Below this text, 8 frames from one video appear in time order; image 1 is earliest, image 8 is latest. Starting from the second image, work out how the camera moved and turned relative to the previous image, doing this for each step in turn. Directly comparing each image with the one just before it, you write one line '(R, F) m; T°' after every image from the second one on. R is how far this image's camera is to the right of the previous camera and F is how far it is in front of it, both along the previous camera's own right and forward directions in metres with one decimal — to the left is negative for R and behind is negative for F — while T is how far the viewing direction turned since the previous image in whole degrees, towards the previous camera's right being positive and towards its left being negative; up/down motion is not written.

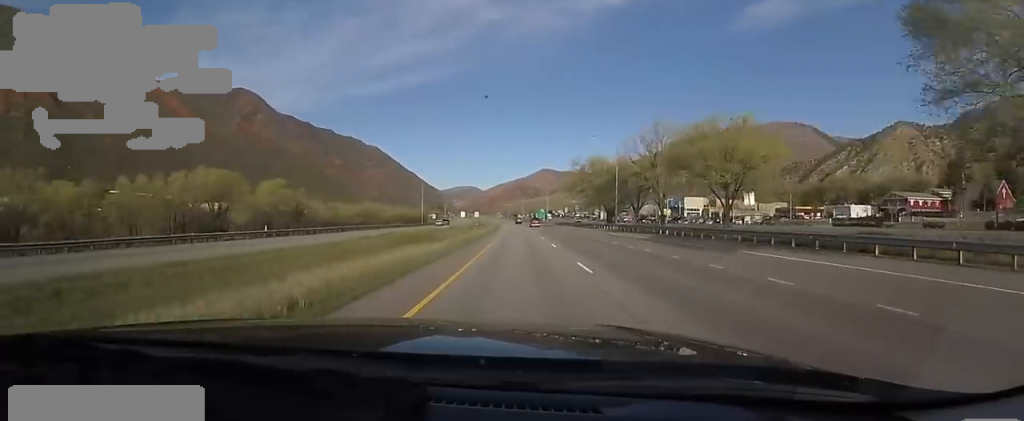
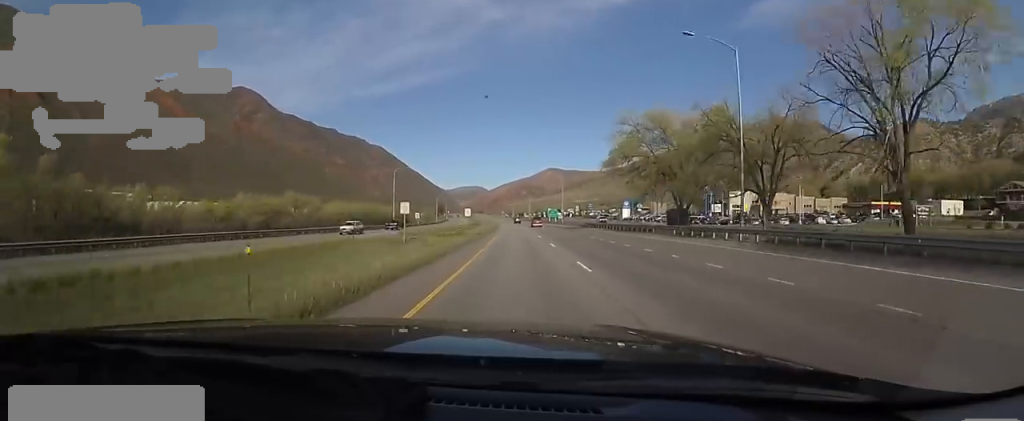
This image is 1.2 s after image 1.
(-0.2, +36.8) m; -3°
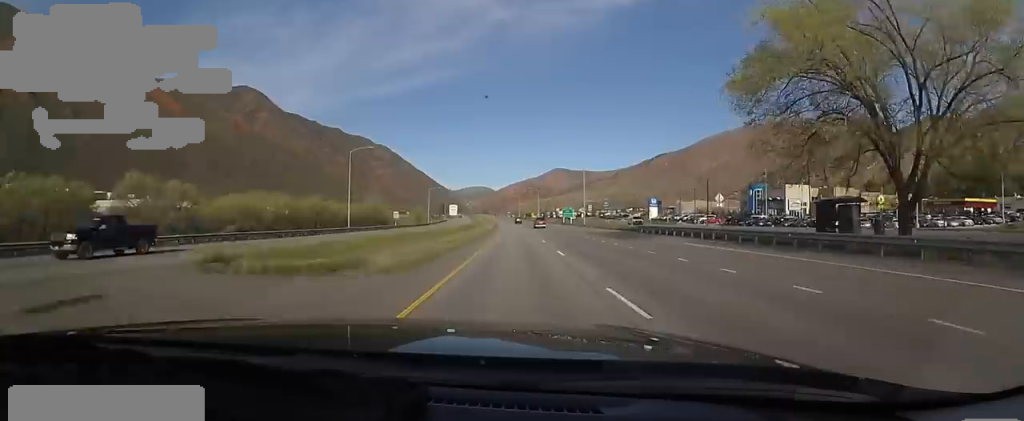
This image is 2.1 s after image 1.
(-1.4, +30.1) m; -2°
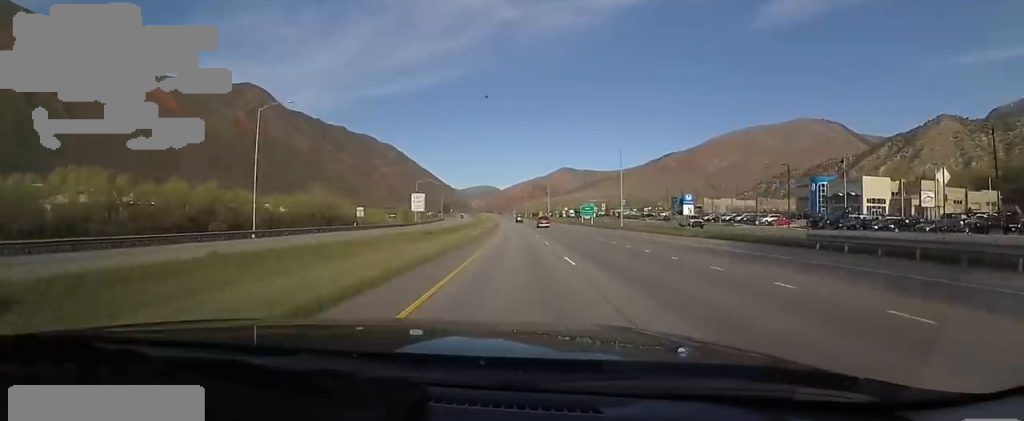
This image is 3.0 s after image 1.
(-0.1, +27.9) m; +3°
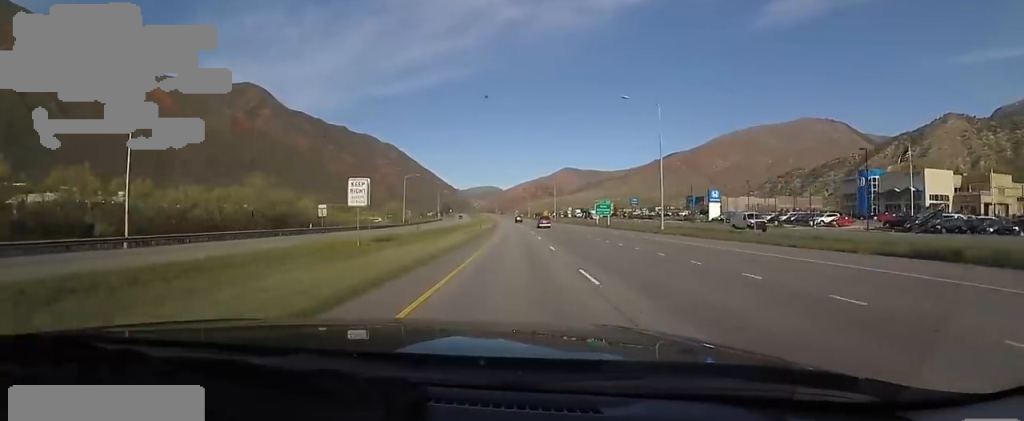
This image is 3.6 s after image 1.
(+0.7, +16.5) m; 0°
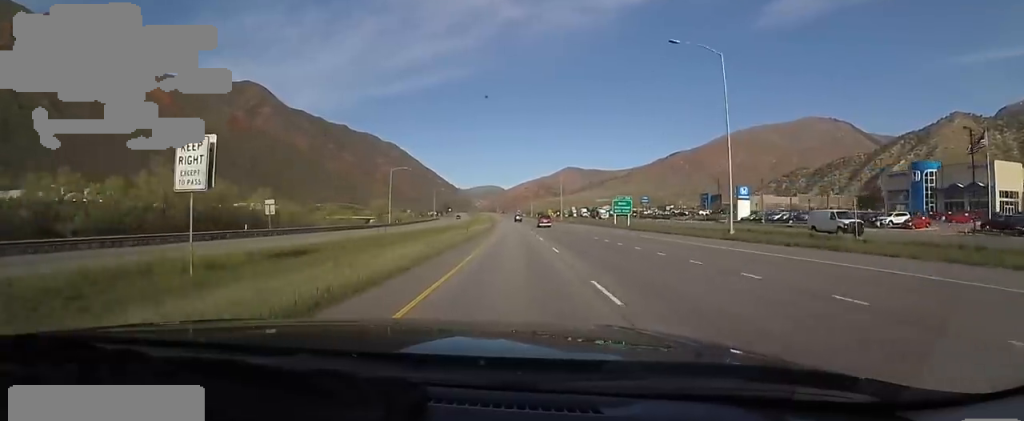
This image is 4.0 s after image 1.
(+0.7, +14.4) m; 0°
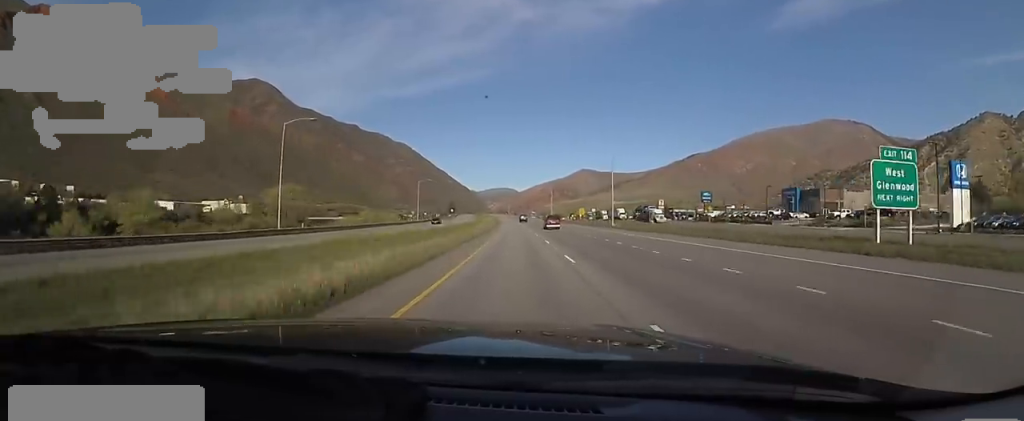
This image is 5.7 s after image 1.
(-2.5, +52.6) m; -3°
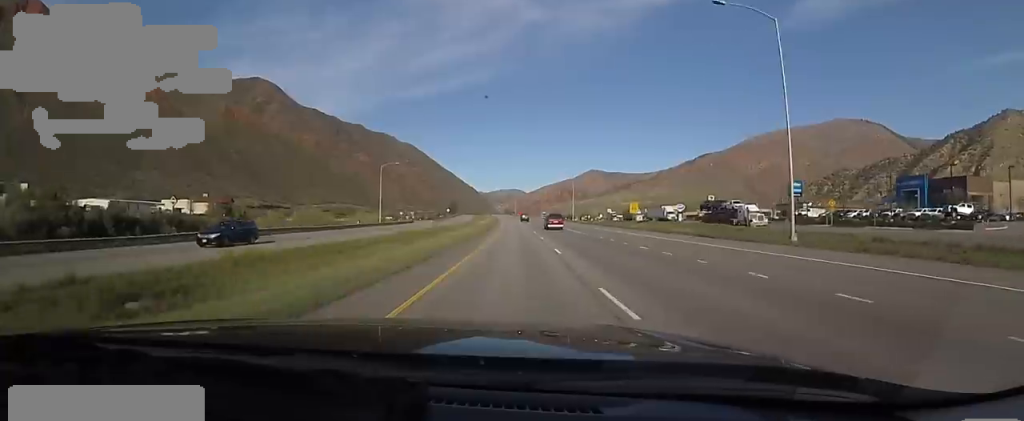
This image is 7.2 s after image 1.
(-0.3, +44.8) m; -3°
